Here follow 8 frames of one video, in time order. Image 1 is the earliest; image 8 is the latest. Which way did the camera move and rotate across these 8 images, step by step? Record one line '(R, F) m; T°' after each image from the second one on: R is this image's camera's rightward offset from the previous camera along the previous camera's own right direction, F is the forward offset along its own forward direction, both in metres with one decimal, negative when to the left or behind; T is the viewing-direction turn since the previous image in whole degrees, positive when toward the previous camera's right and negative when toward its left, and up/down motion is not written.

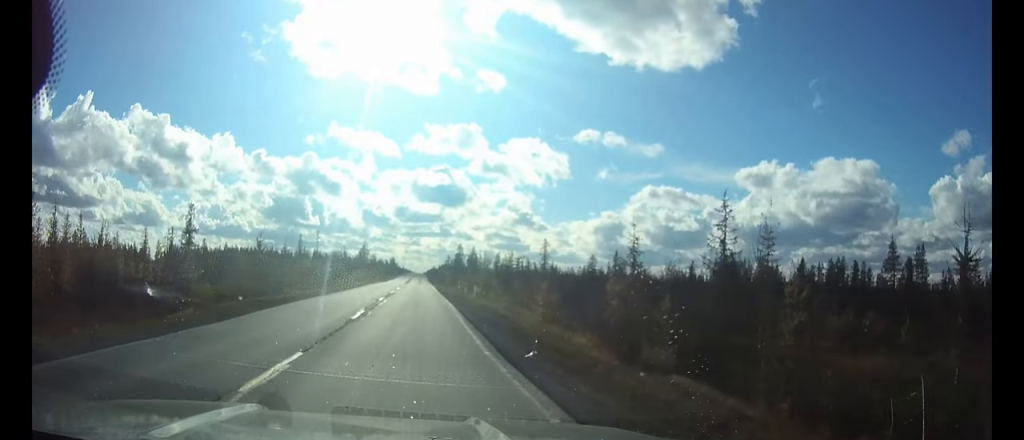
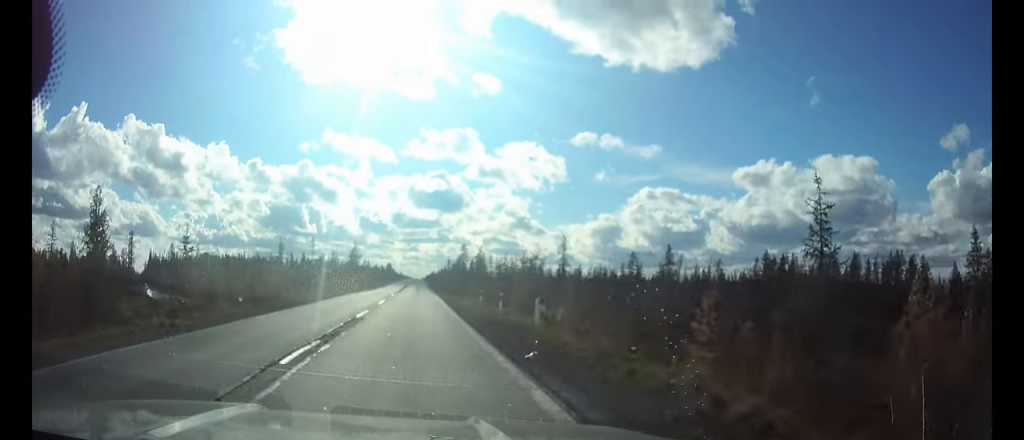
(0.0, +20.8) m; 0°
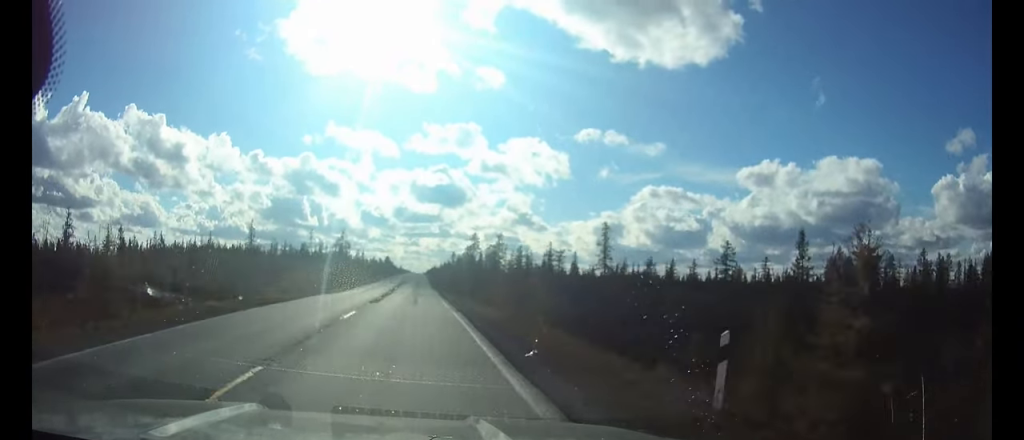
(0.0, +28.6) m; 0°
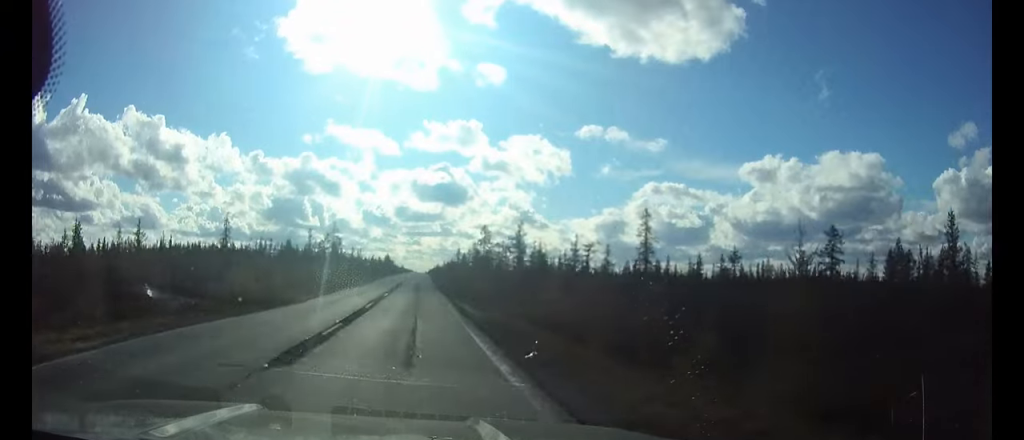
(0.0, +18.5) m; 0°
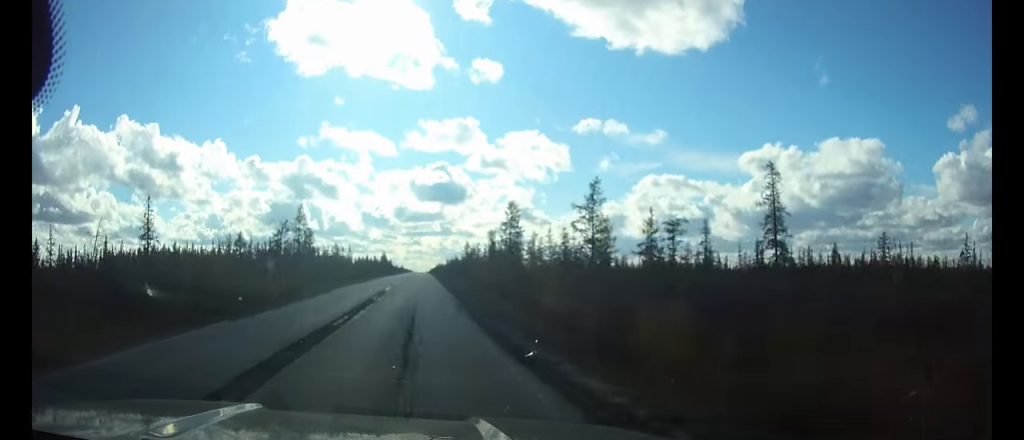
(0.0, +32.9) m; 0°
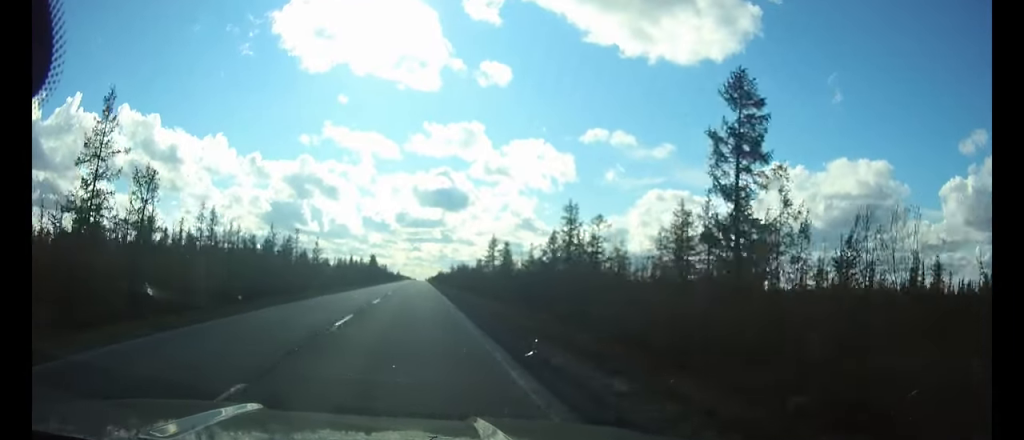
(-0.2, +59.1) m; 0°
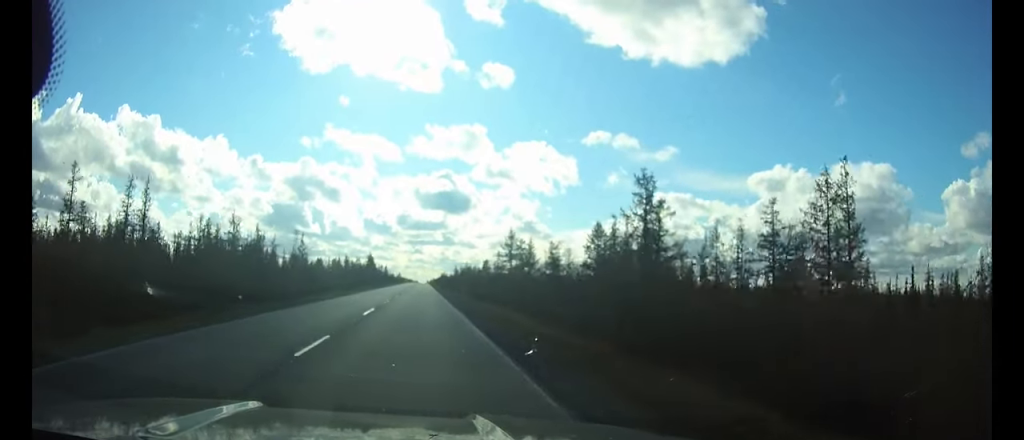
(0.0, +17.2) m; 0°
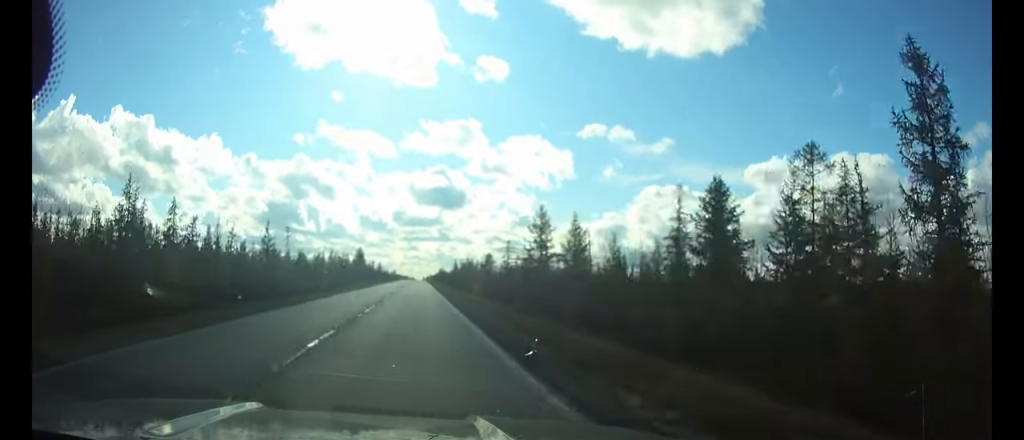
(+0.1, +22.6) m; 0°
